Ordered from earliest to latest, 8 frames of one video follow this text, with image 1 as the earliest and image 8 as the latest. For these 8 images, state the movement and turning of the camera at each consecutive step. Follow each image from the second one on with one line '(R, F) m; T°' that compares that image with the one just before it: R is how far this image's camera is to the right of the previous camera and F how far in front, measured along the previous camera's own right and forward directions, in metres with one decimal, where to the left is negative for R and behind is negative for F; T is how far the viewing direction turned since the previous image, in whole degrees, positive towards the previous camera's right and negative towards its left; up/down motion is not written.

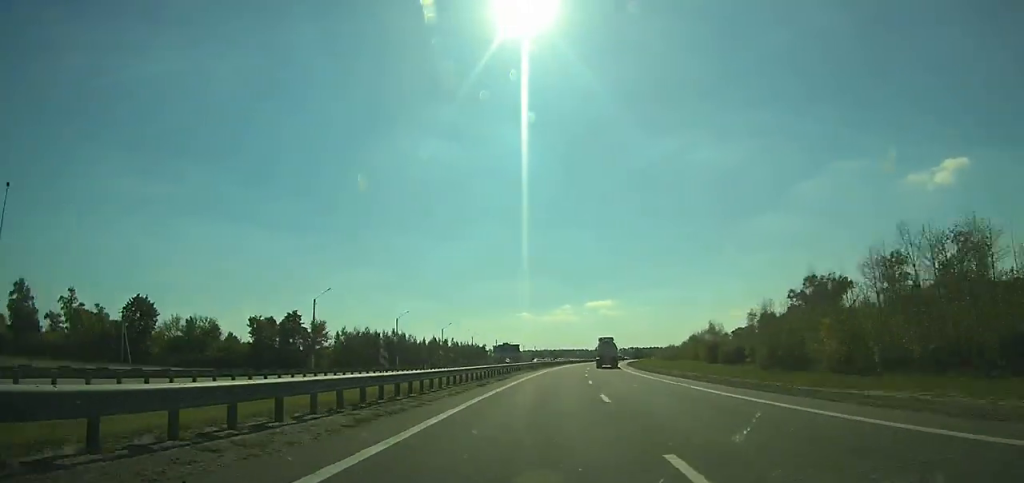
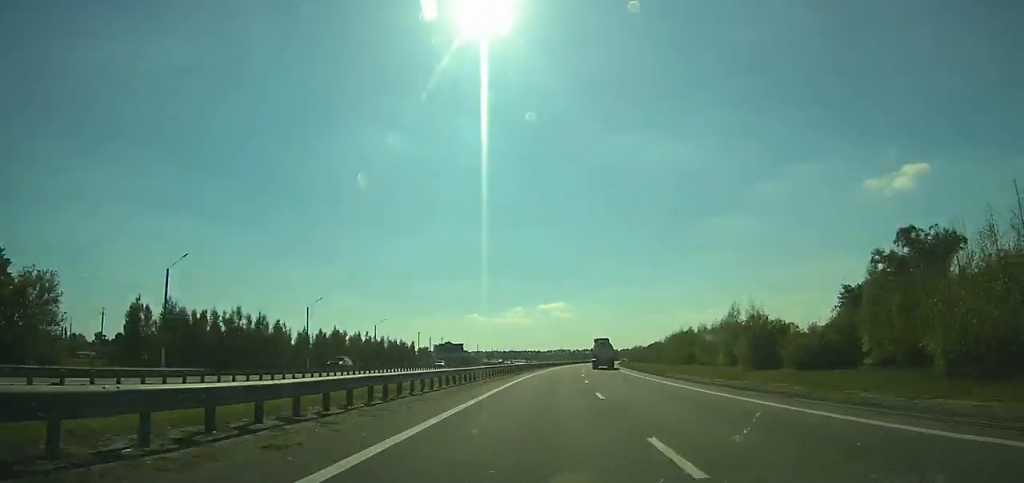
(+1.7, +59.3) m; +4°
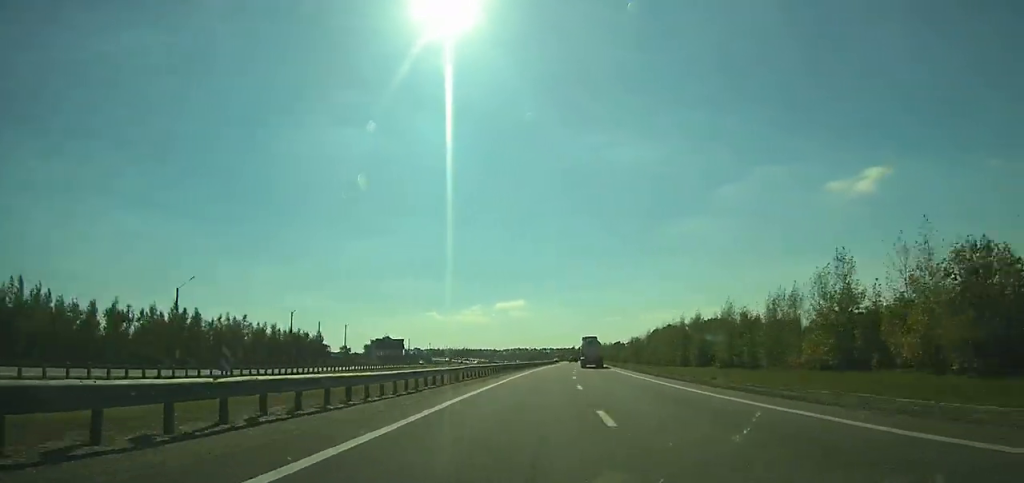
(+1.9, +55.4) m; +3°
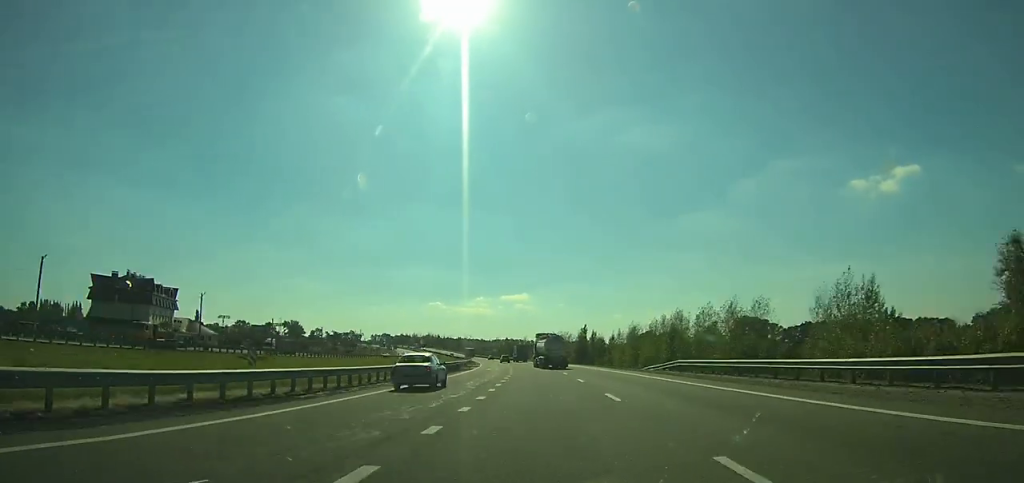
(+8.2, +215.9) m; -1°
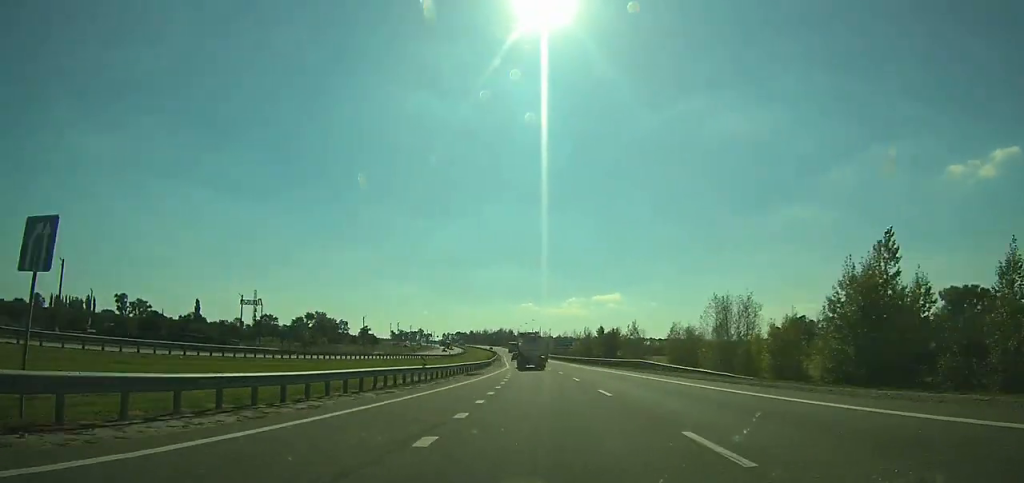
(-8.4, +133.7) m; -8°
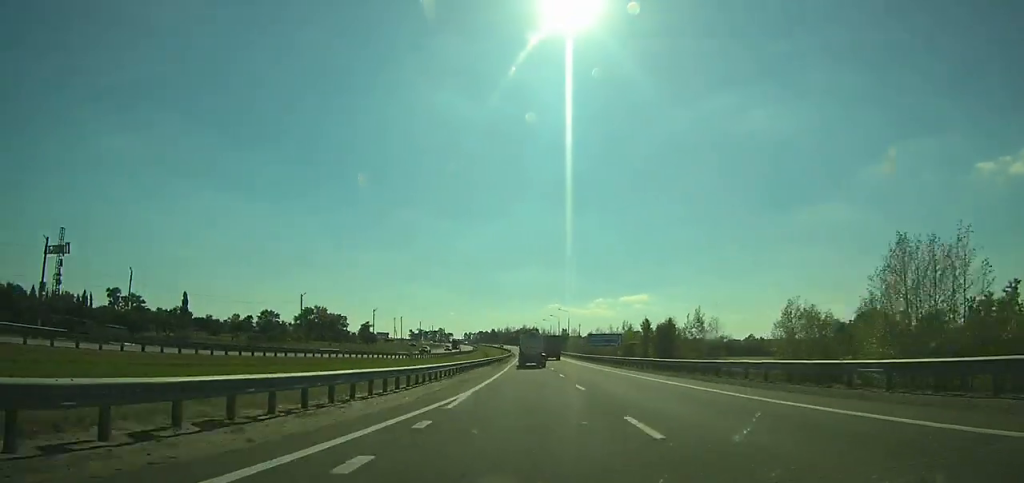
(-1.4, +45.9) m; -2°
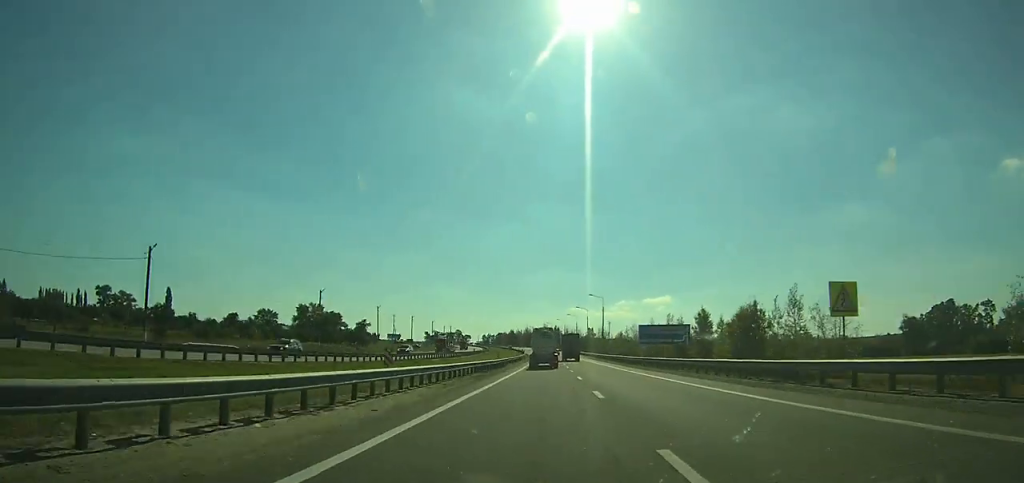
(-1.0, +39.5) m; -2°
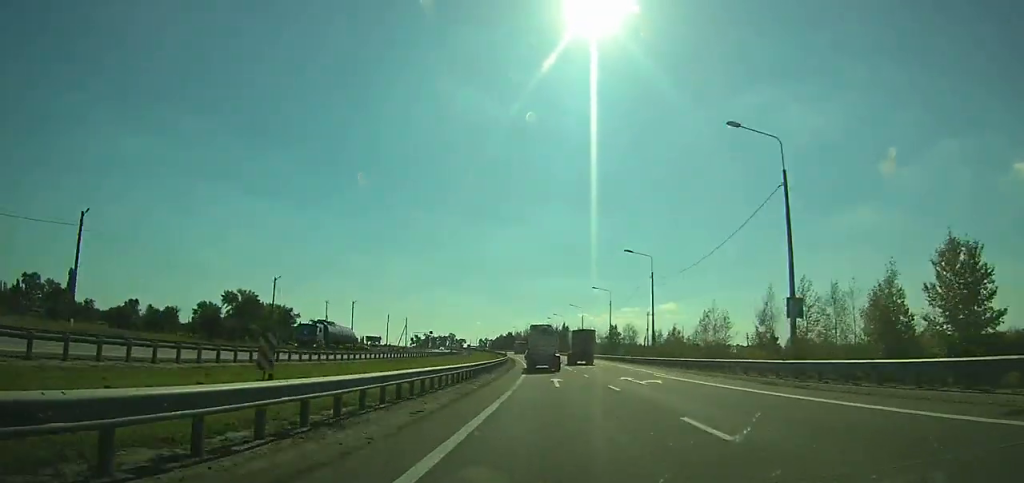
(-1.6, +78.4) m; -3°
